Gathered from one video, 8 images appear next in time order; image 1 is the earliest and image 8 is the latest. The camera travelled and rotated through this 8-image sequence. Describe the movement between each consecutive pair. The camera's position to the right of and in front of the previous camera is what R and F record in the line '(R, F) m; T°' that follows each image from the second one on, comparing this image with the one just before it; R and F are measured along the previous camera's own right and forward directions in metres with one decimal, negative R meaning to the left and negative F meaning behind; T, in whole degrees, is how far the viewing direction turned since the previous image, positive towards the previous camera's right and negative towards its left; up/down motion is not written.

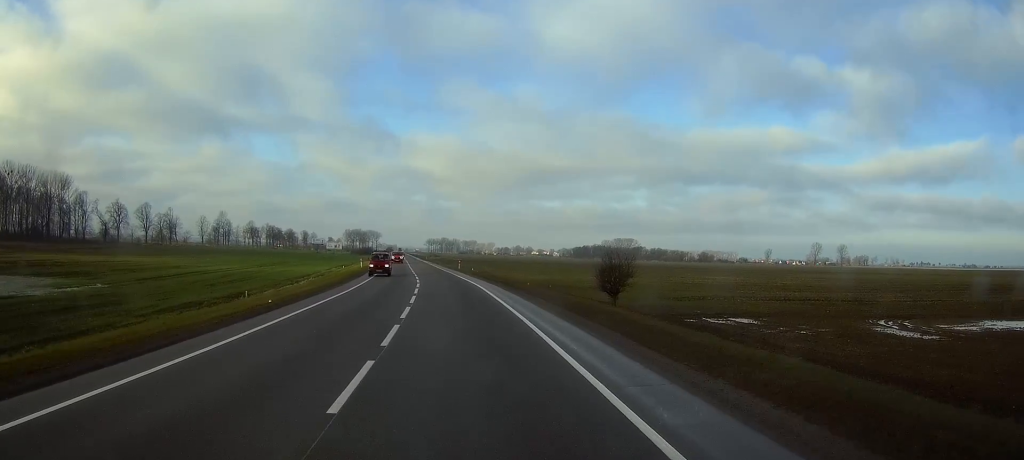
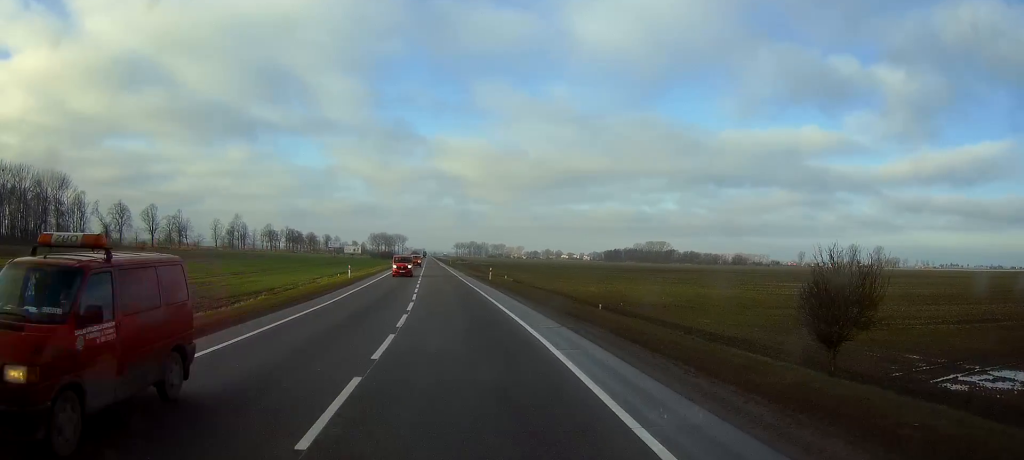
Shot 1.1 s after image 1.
(-0.5, +26.0) m; -2°
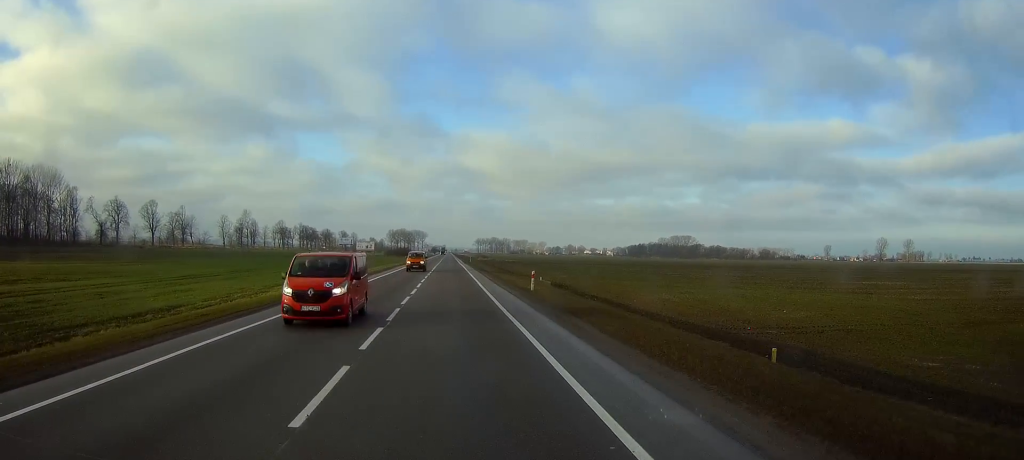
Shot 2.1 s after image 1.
(-0.3, +23.8) m; -2°
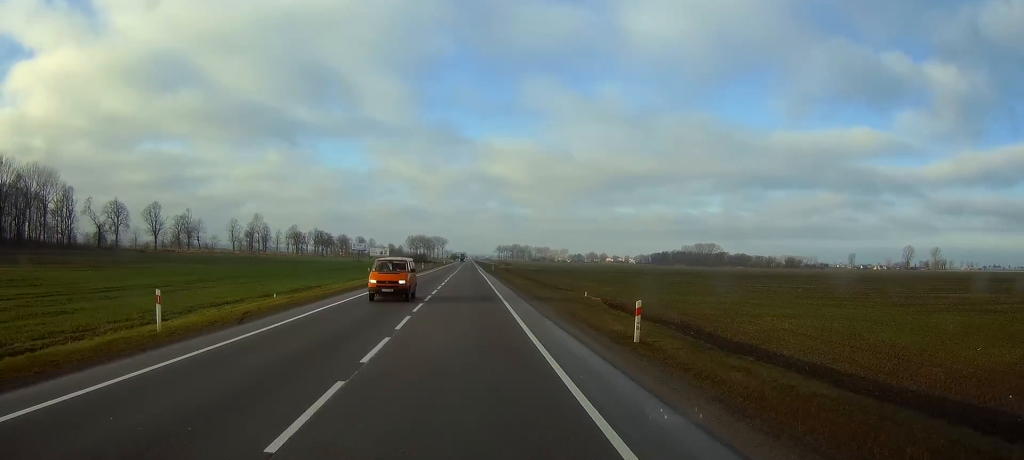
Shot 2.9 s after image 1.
(-0.2, +19.1) m; -1°
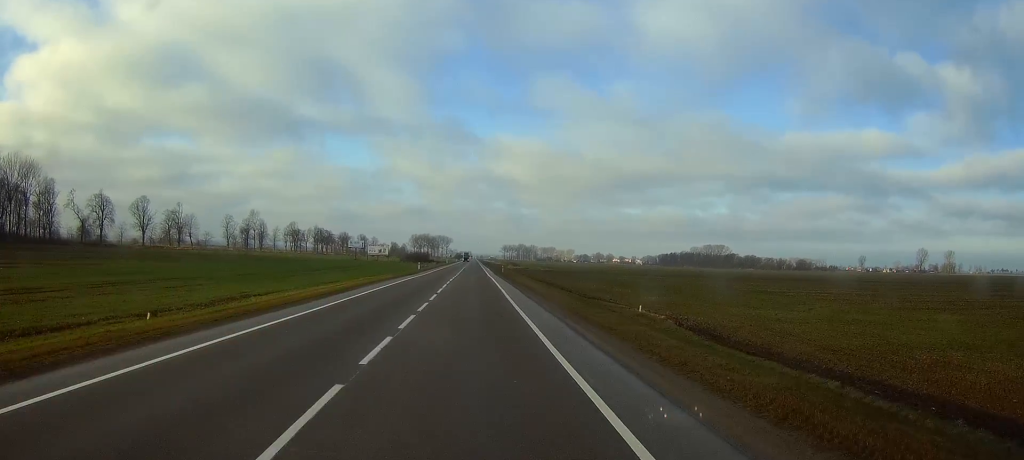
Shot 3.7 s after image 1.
(-0.2, +19.2) m; -1°
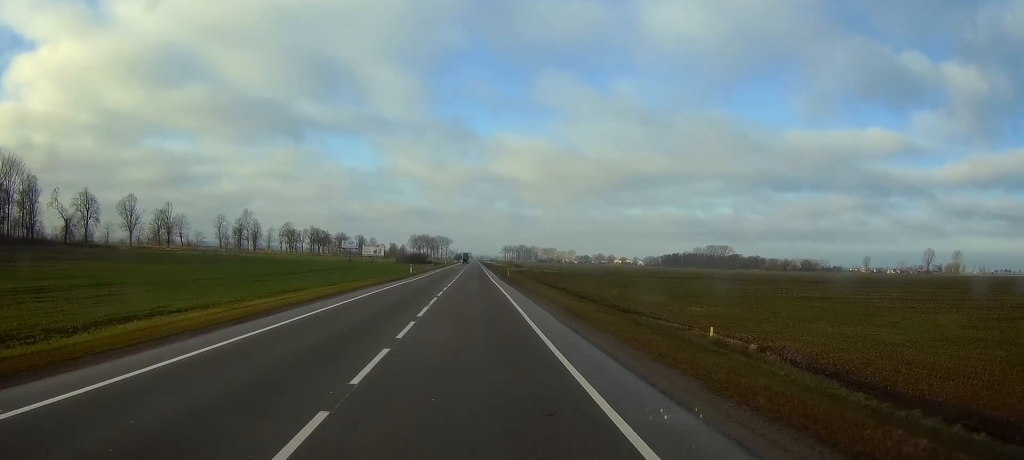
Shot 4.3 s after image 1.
(-0.1, +13.7) m; 0°
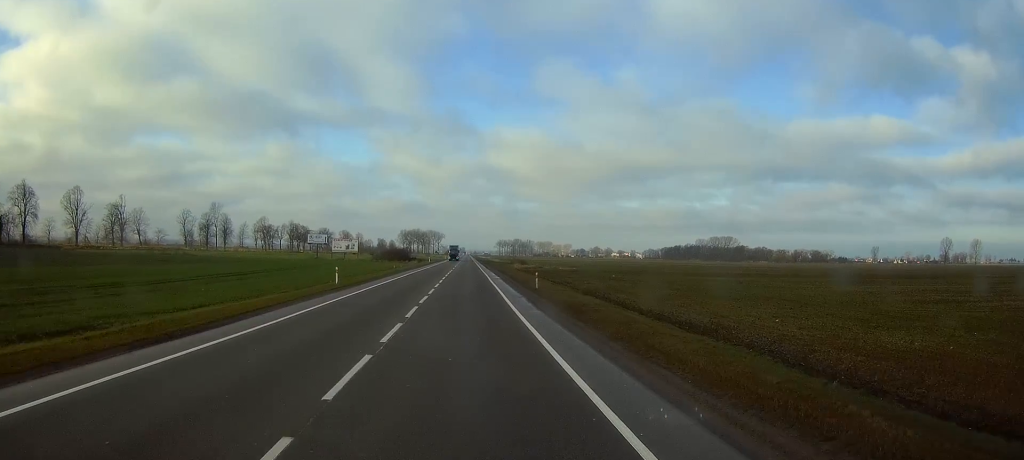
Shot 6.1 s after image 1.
(-0.1, +44.2) m; 0°
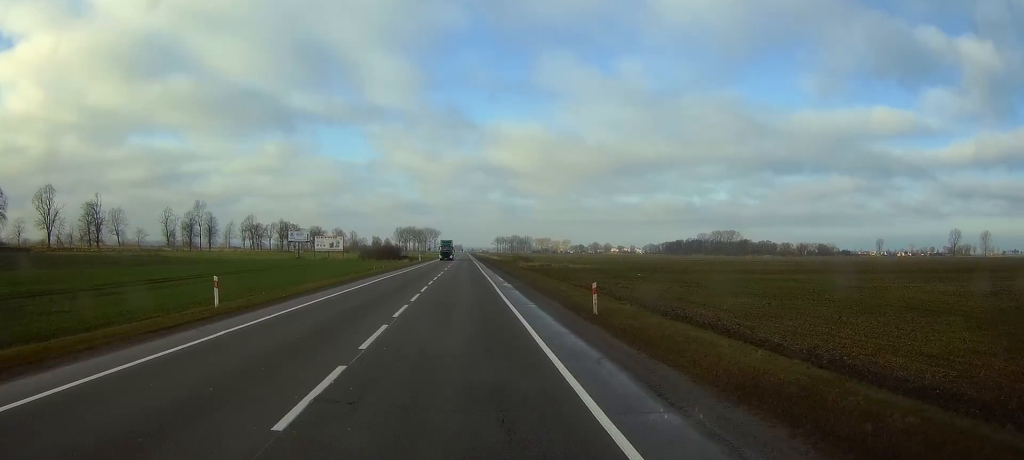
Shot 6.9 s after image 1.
(0.0, +20.1) m; 0°
